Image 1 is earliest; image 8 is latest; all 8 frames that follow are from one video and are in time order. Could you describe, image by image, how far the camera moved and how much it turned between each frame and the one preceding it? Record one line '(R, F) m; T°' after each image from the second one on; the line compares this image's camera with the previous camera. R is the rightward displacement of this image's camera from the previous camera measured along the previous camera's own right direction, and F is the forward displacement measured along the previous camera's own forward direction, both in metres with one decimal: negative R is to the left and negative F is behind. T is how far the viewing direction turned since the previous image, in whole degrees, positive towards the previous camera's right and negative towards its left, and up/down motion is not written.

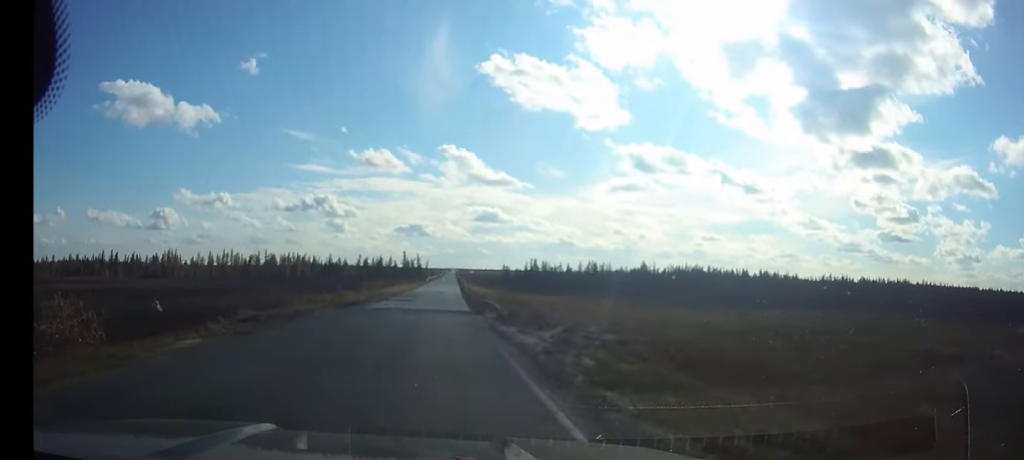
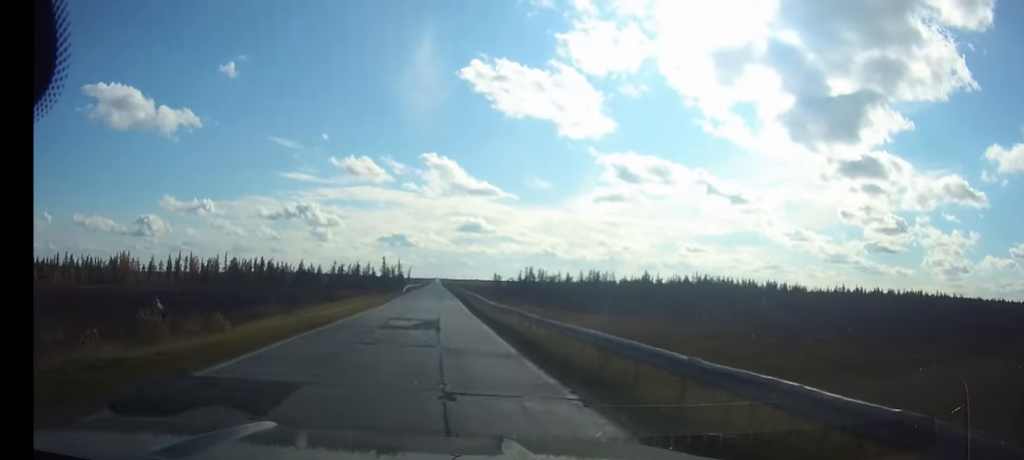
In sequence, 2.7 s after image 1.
(+0.6, +48.3) m; +1°
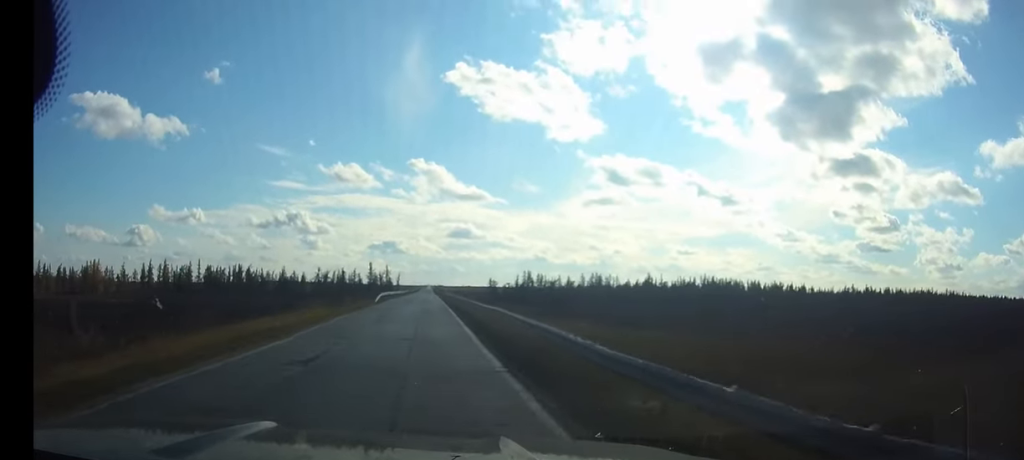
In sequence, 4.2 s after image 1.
(+0.1, +27.8) m; 0°
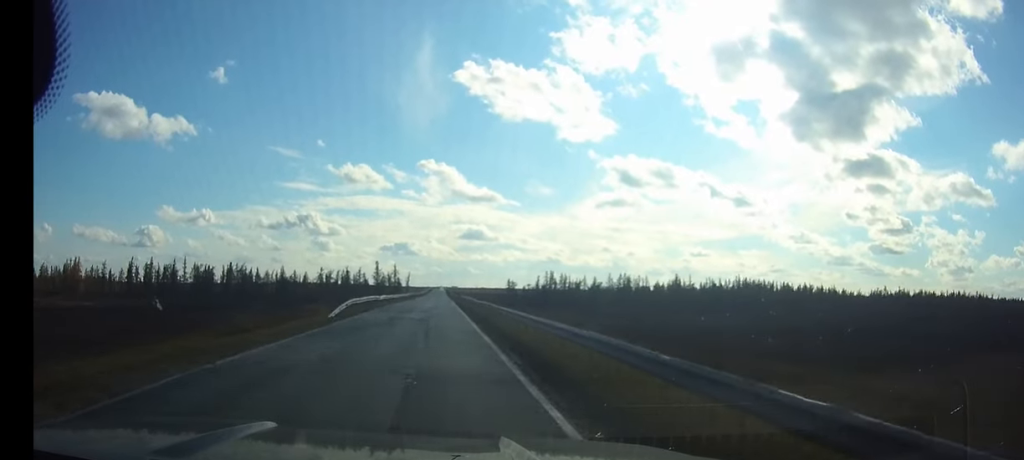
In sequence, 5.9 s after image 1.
(-0.1, +33.4) m; 0°
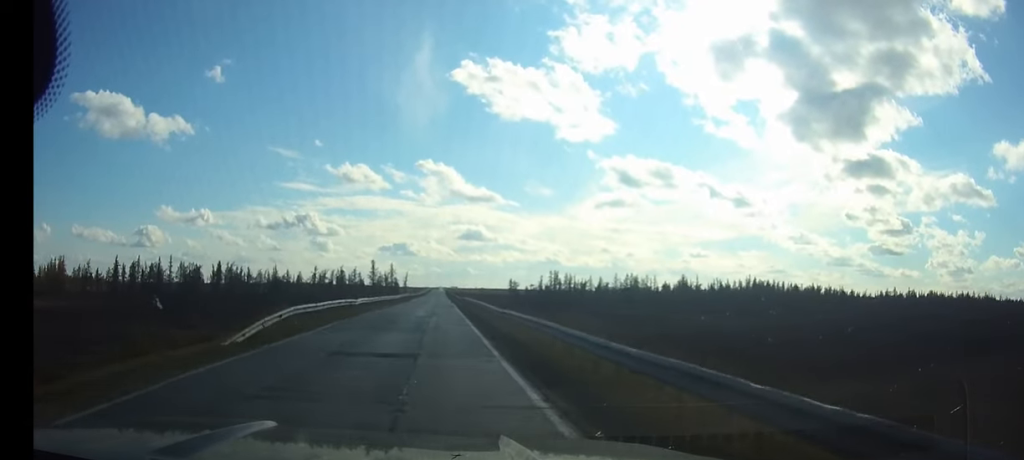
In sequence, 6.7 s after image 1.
(0.0, +15.4) m; 0°
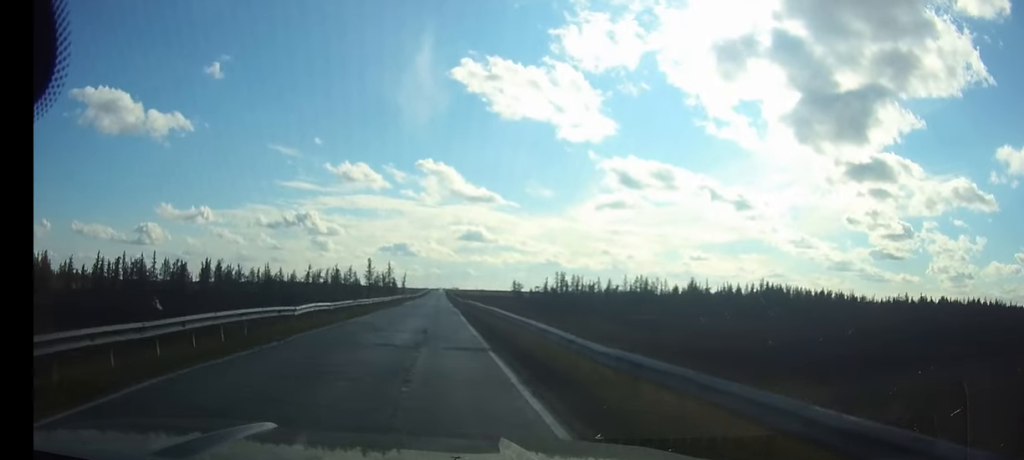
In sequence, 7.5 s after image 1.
(0.0, +17.5) m; 0°
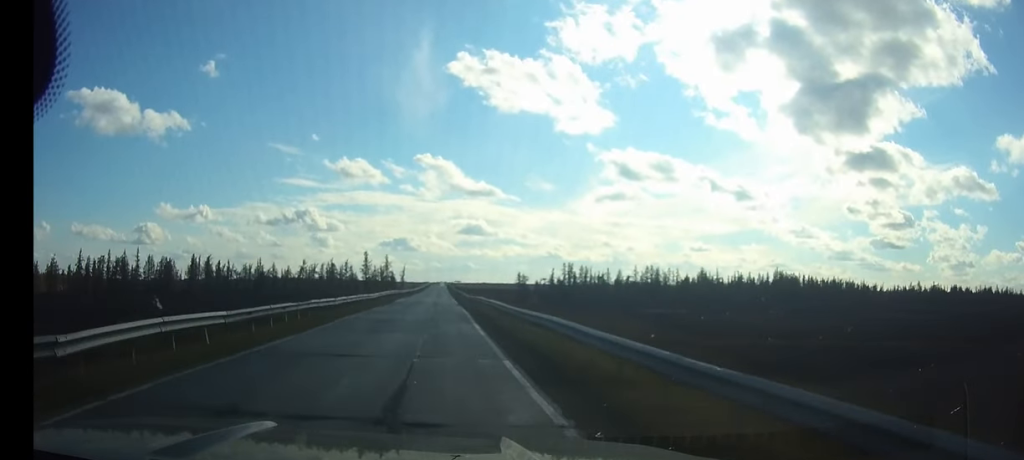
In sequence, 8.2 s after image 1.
(-0.1, +16.1) m; 0°
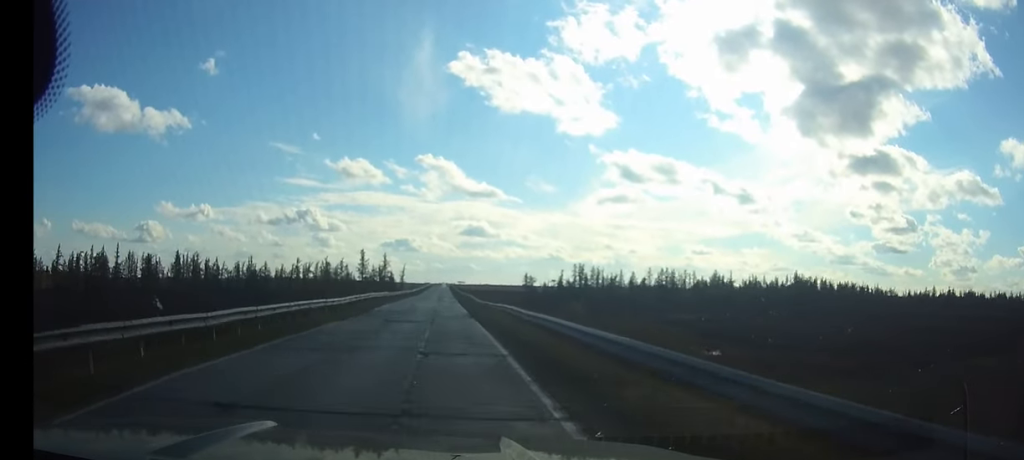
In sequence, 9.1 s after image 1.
(0.0, +18.7) m; 0°
